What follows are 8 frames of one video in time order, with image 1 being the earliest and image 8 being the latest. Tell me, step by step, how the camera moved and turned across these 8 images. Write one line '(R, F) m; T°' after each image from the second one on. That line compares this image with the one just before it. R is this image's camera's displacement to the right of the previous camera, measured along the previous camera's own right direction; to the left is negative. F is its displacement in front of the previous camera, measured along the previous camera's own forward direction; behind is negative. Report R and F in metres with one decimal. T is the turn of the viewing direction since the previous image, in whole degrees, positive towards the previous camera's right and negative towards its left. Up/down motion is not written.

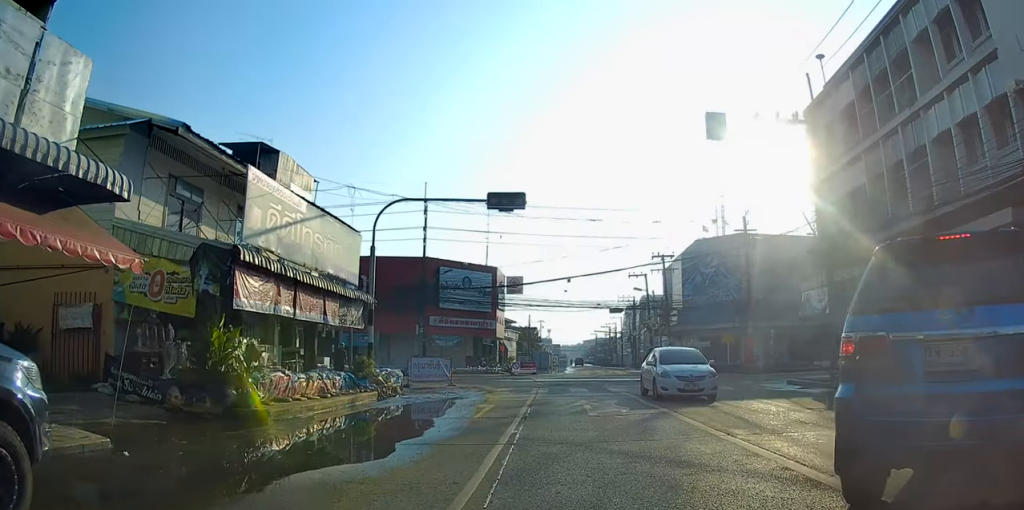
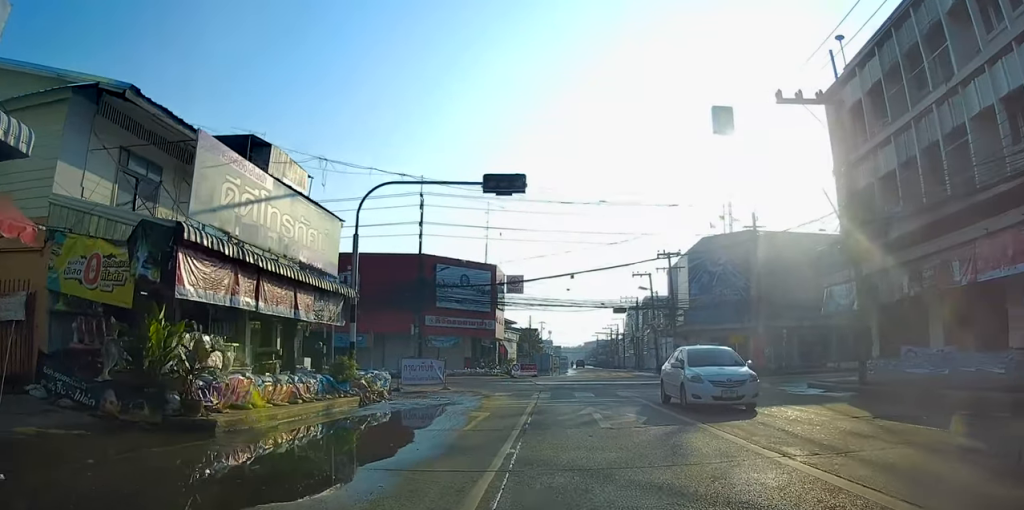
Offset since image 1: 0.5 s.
(-0.1, +2.4) m; +1°
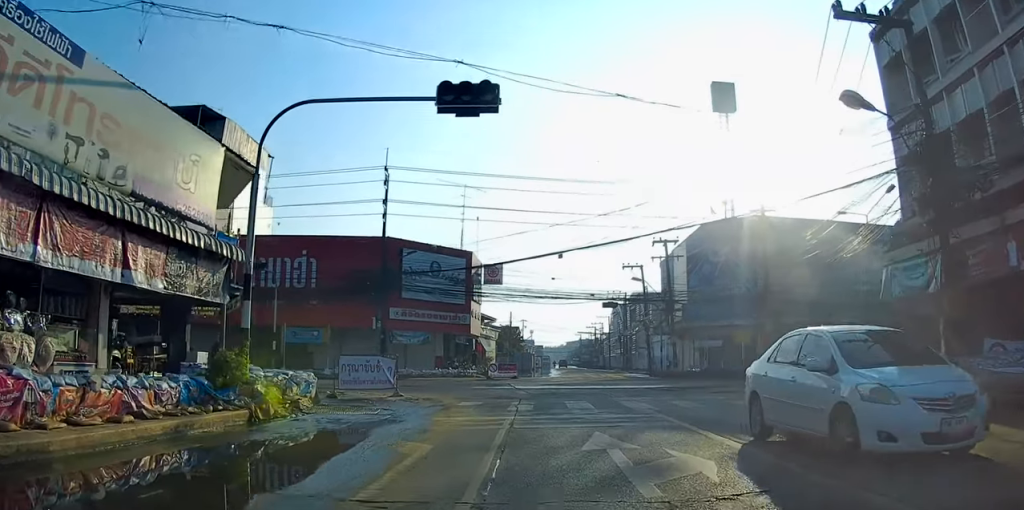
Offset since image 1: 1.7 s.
(+0.3, +6.3) m; 0°
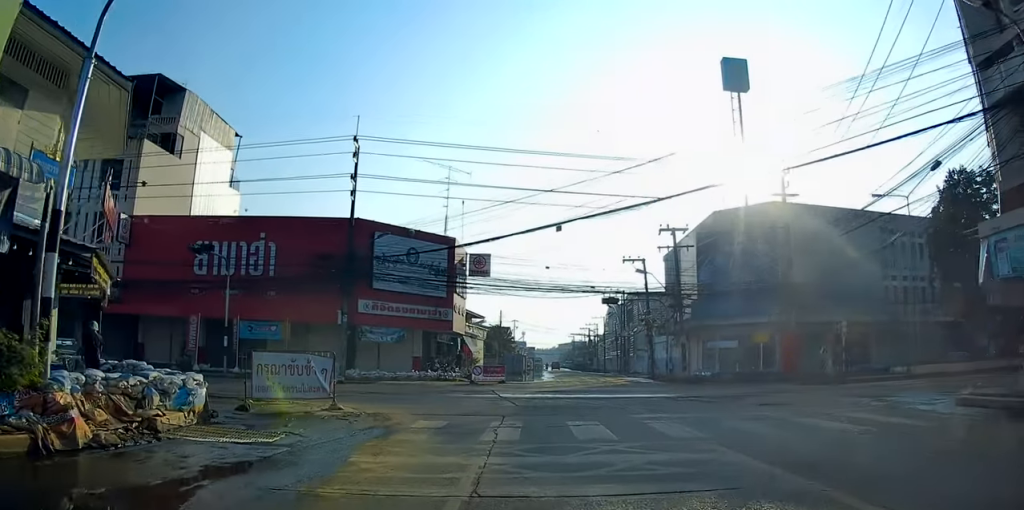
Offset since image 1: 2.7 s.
(-0.3, +5.7) m; -4°
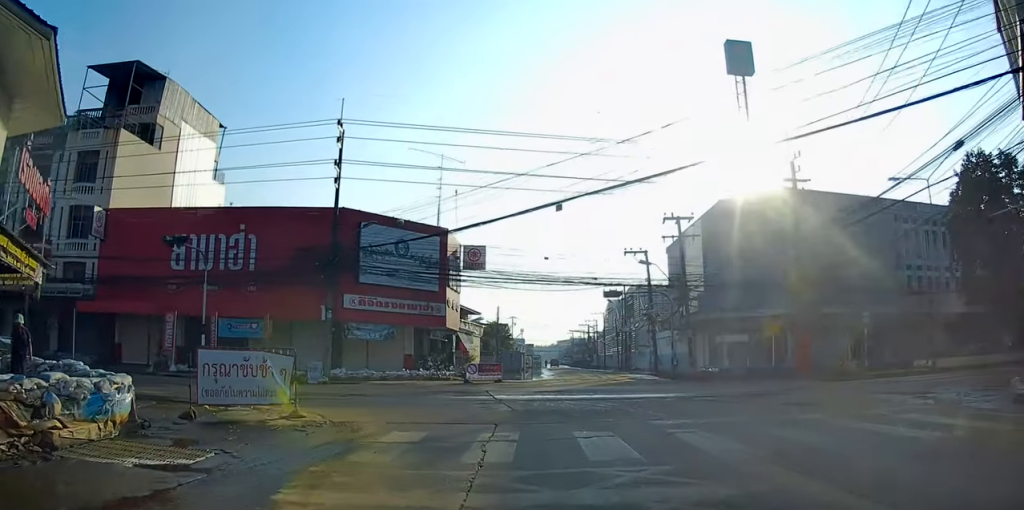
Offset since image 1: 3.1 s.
(0.0, +2.3) m; 0°
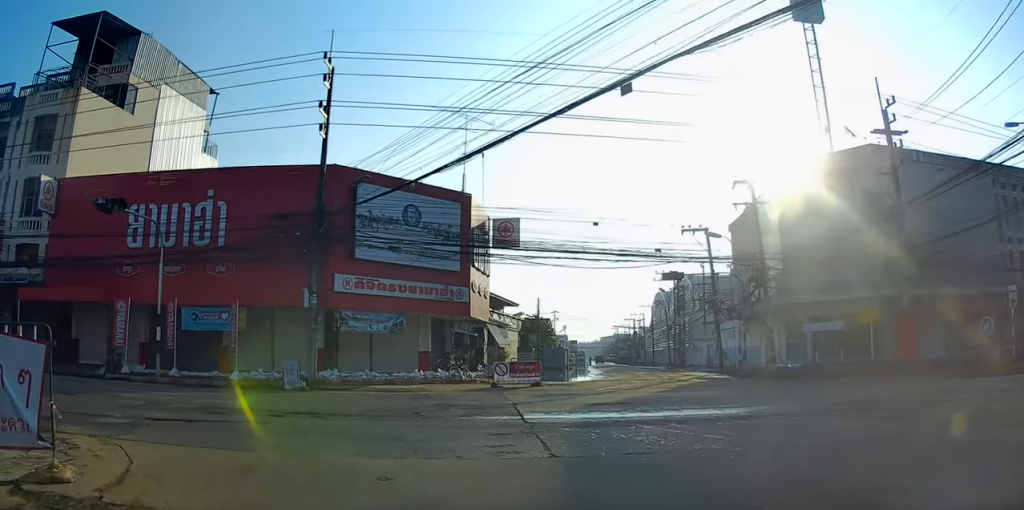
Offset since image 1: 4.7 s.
(-0.1, +8.1) m; -3°
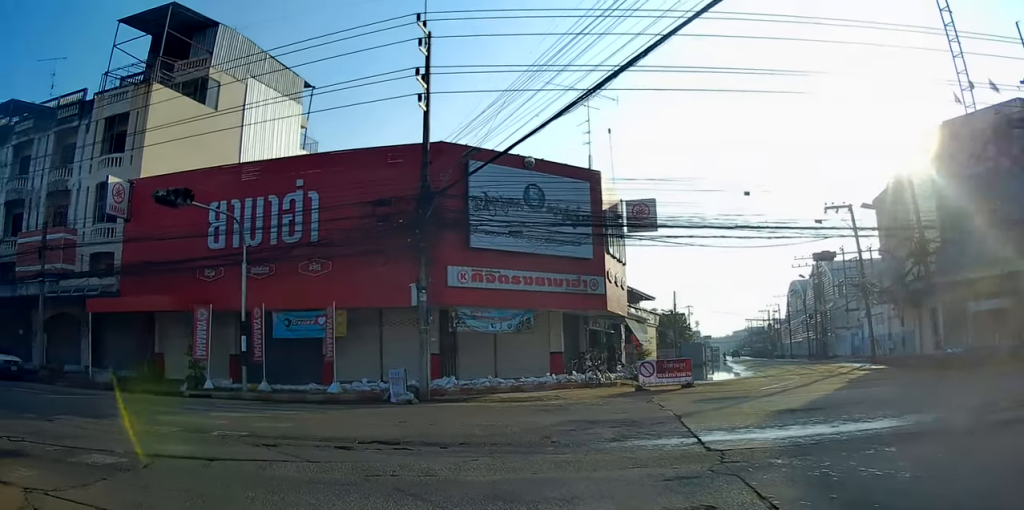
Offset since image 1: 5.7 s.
(-0.2, +4.1) m; -8°
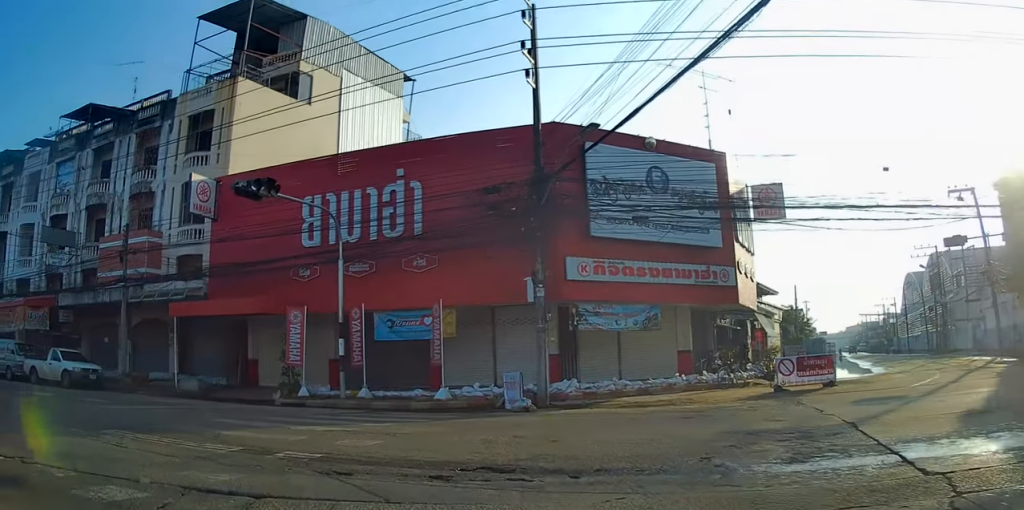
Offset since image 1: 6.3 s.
(-0.2, +2.4) m; -13°
